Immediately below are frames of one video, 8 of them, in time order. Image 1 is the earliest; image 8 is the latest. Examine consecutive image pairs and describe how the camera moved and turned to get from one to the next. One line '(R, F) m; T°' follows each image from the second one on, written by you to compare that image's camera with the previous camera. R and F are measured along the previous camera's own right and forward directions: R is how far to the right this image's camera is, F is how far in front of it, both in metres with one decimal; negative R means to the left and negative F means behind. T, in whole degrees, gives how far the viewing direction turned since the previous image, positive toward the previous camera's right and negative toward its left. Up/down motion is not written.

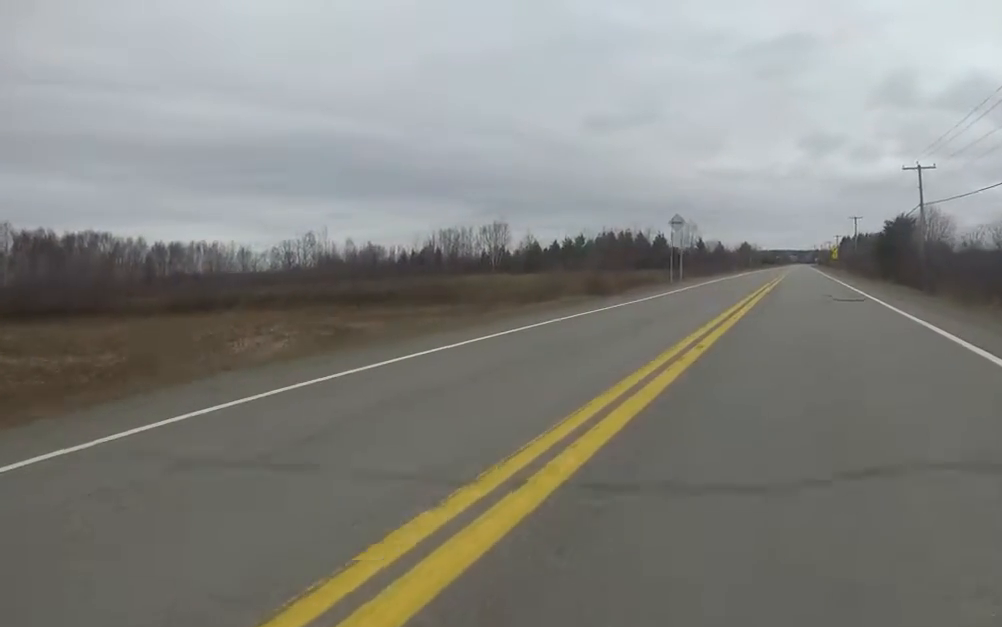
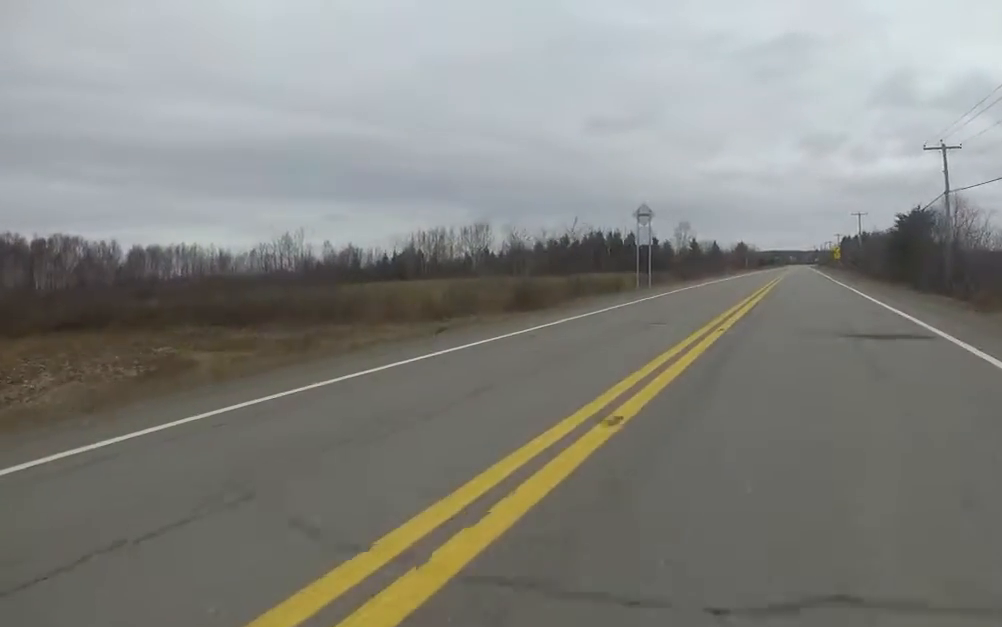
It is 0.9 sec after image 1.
(-0.8, +7.7) m; +1°
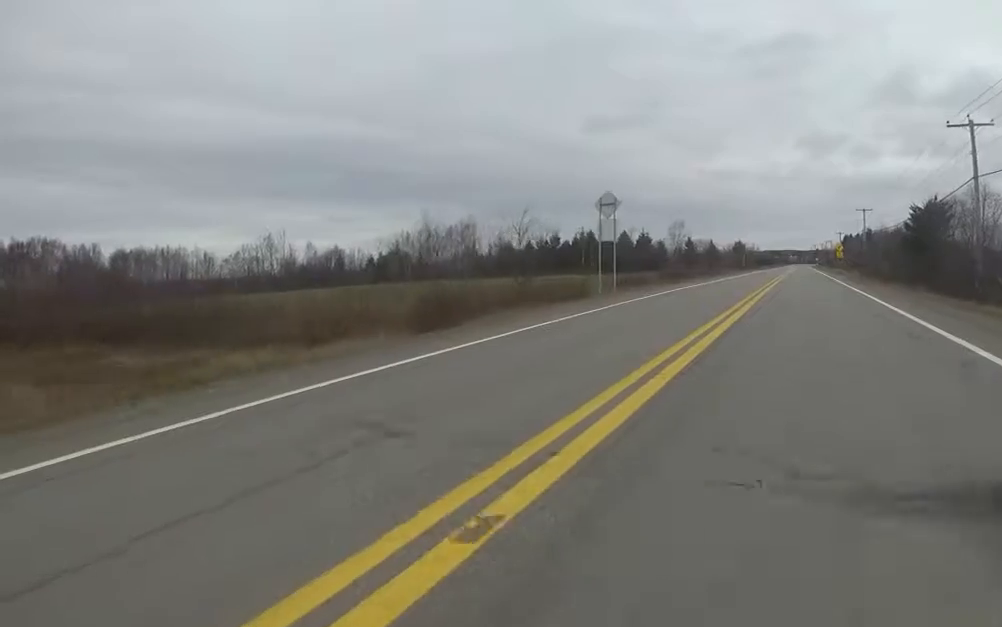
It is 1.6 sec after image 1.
(+0.6, +5.6) m; 0°
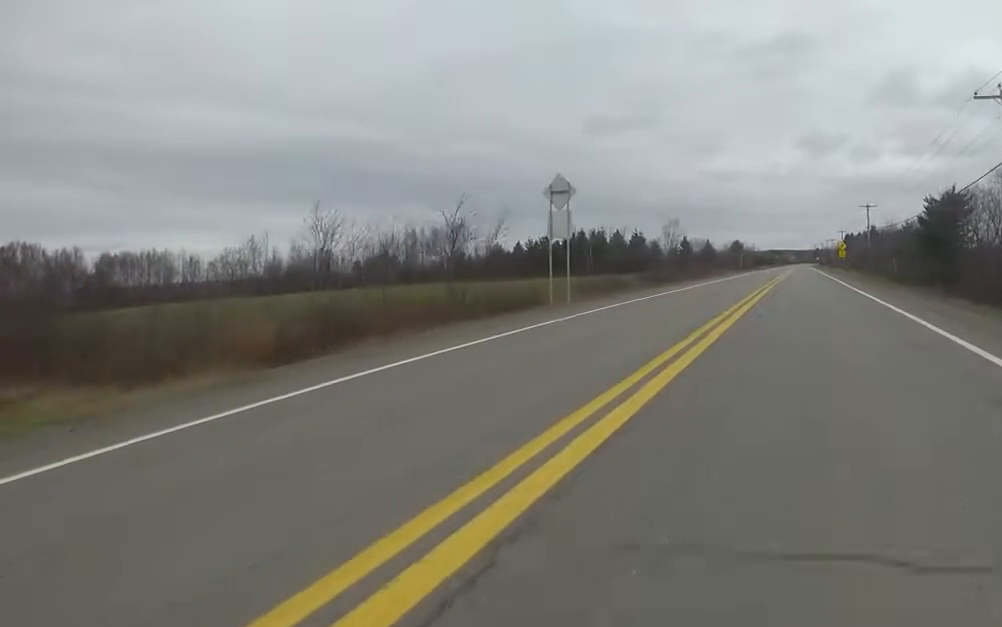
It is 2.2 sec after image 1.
(+0.2, +4.7) m; 0°
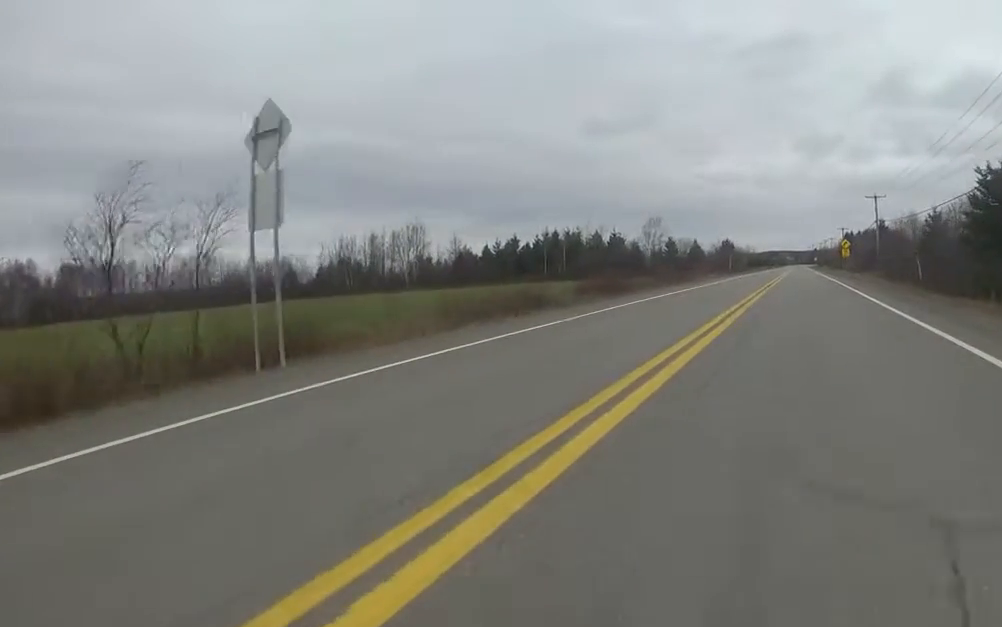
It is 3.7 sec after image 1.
(-0.2, +11.2) m; 0°
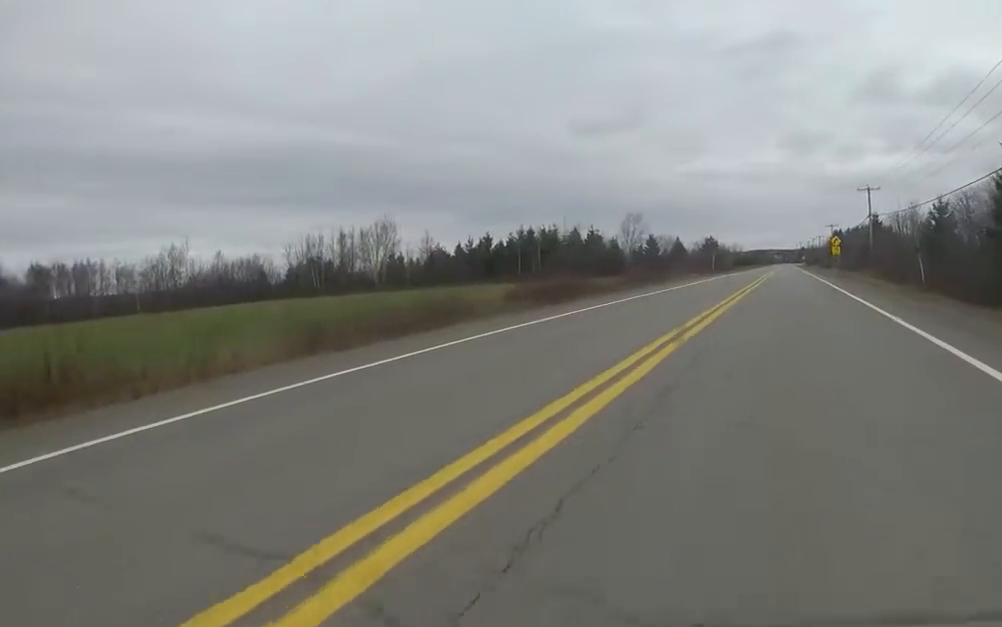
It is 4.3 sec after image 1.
(+0.1, +5.0) m; 0°
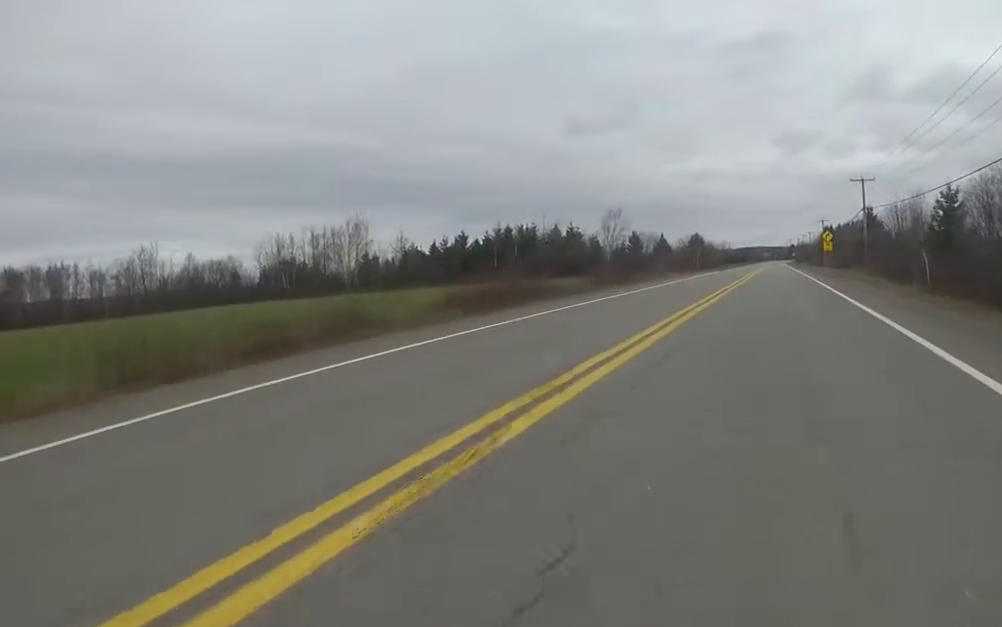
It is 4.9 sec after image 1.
(-0.6, +4.5) m; 0°
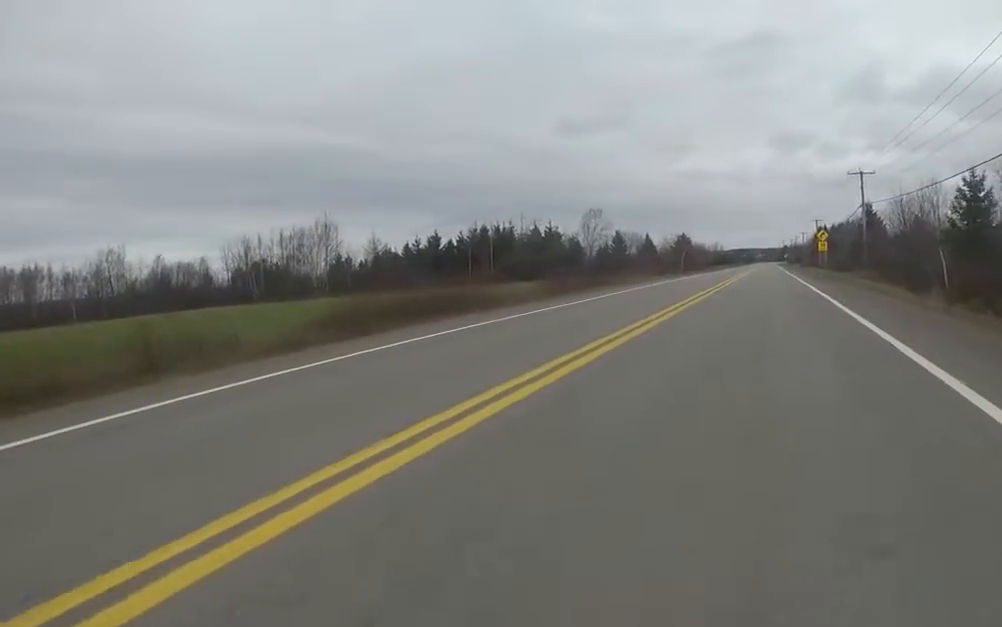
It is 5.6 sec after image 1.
(+0.5, +5.5) m; +2°
